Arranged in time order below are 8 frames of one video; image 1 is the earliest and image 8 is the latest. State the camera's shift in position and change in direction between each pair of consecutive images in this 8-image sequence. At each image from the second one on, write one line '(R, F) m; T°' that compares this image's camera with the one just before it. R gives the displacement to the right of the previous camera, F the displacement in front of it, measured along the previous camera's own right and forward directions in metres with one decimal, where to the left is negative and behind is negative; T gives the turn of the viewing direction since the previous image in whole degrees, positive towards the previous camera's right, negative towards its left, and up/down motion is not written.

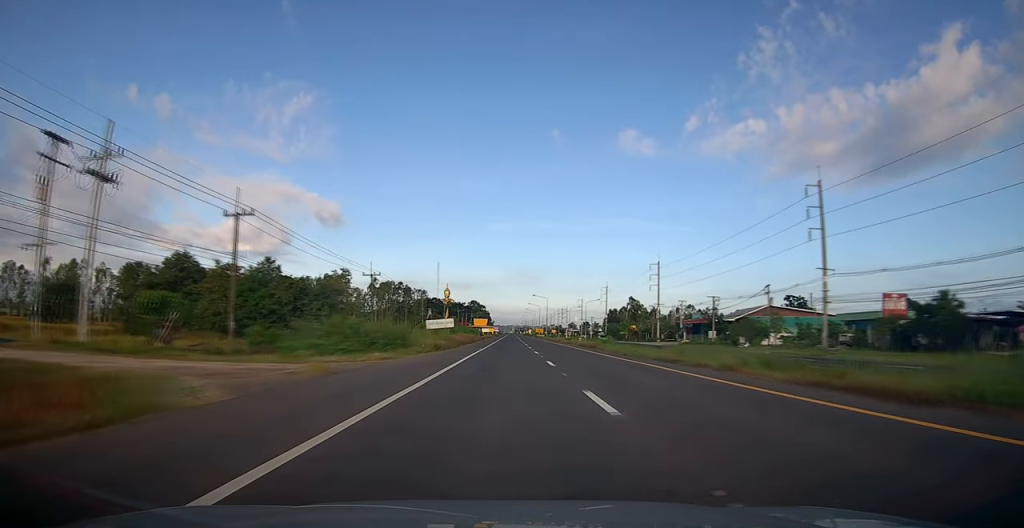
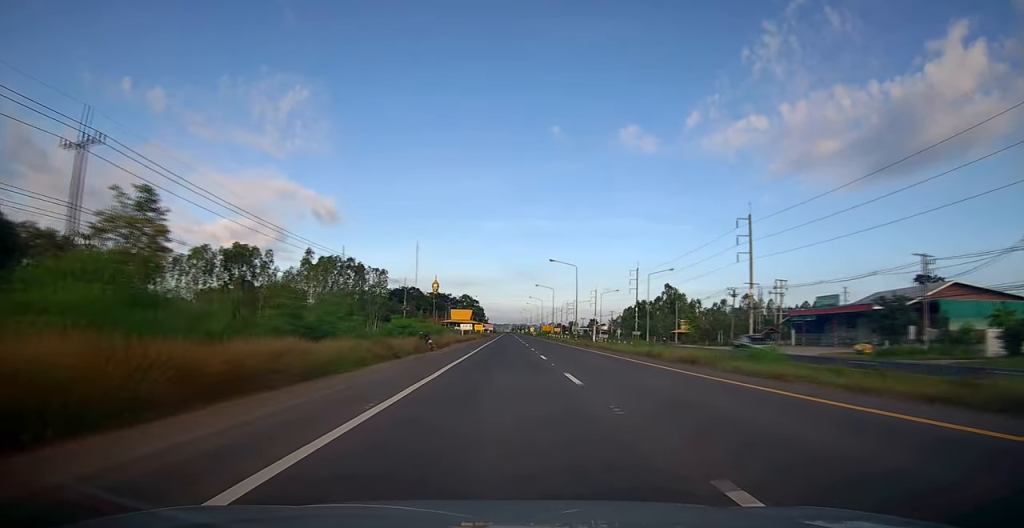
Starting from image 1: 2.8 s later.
(+0.1, +55.5) m; +1°
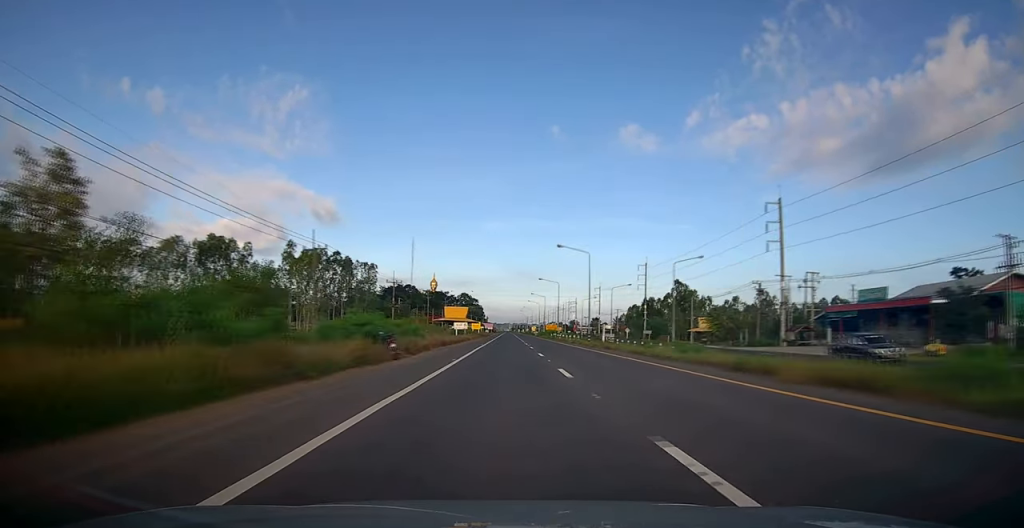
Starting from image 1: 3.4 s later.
(+0.1, +10.1) m; 0°
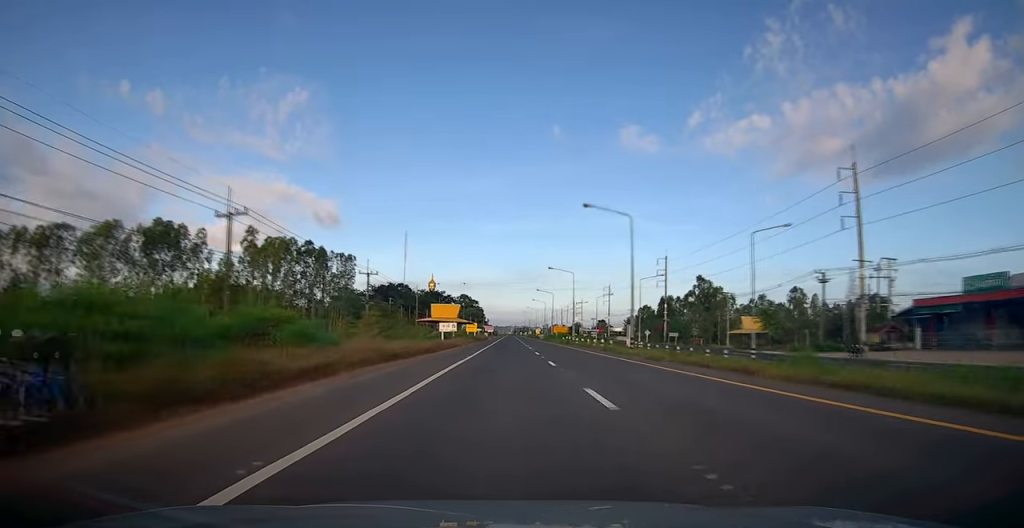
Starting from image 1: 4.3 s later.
(0.0, +17.8) m; -1°
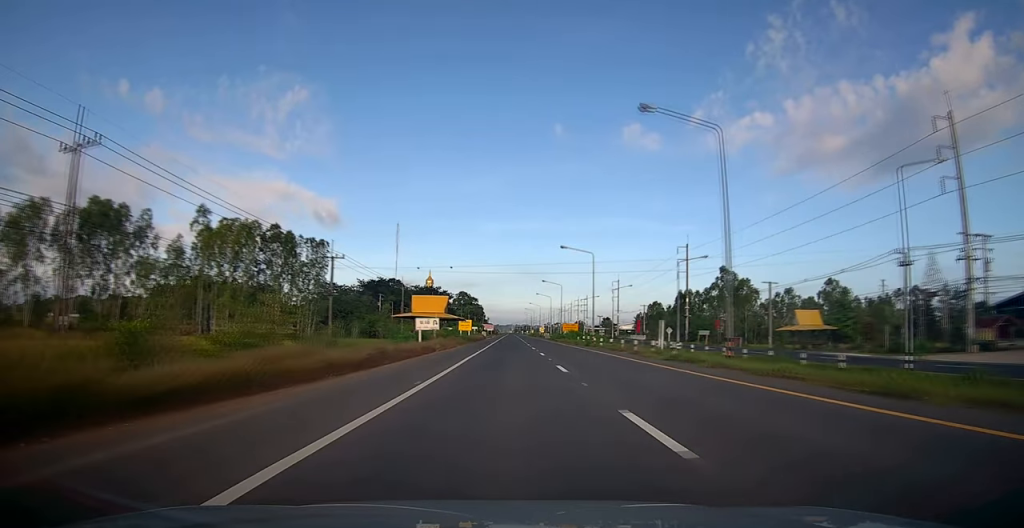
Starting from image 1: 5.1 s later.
(-0.2, +15.5) m; 0°
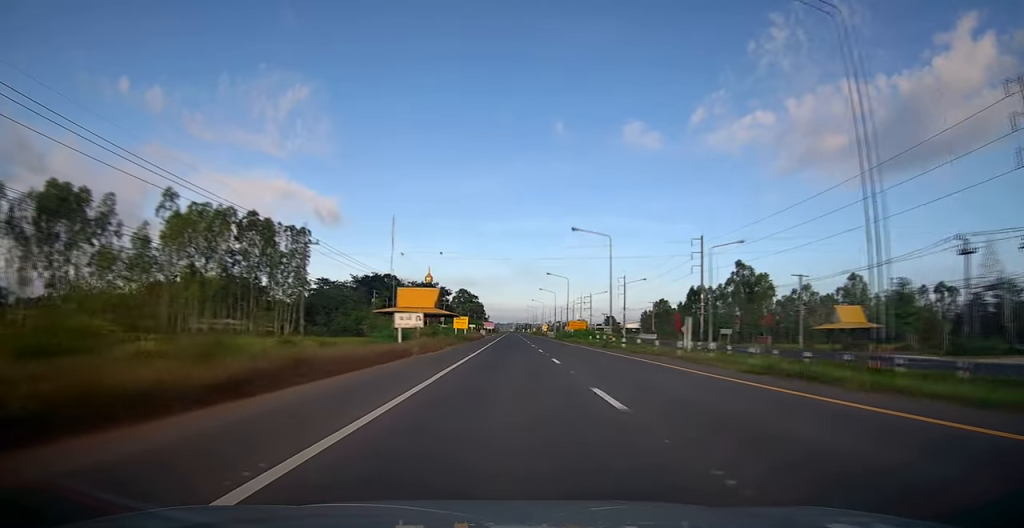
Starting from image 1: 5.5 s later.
(-0.1, +8.5) m; 0°
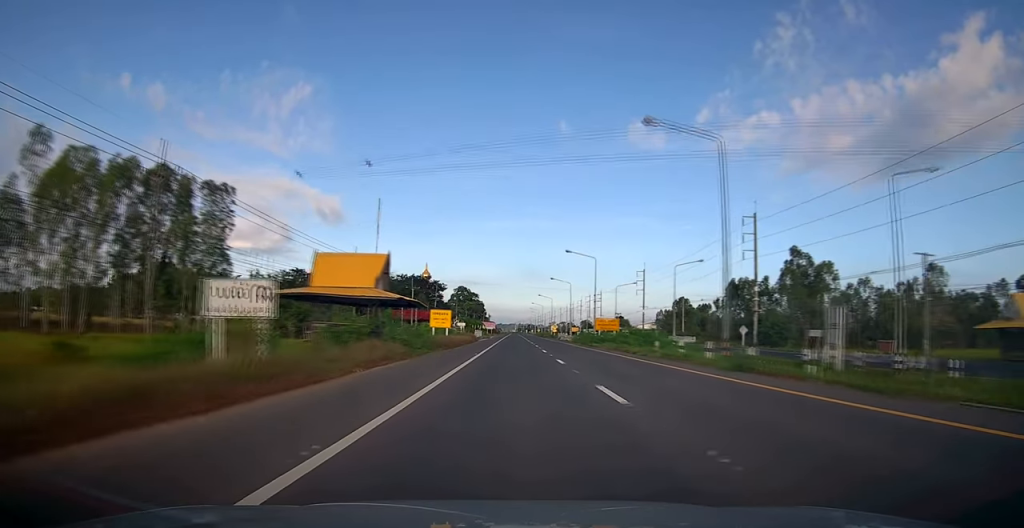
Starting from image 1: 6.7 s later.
(+0.2, +23.2) m; 0°
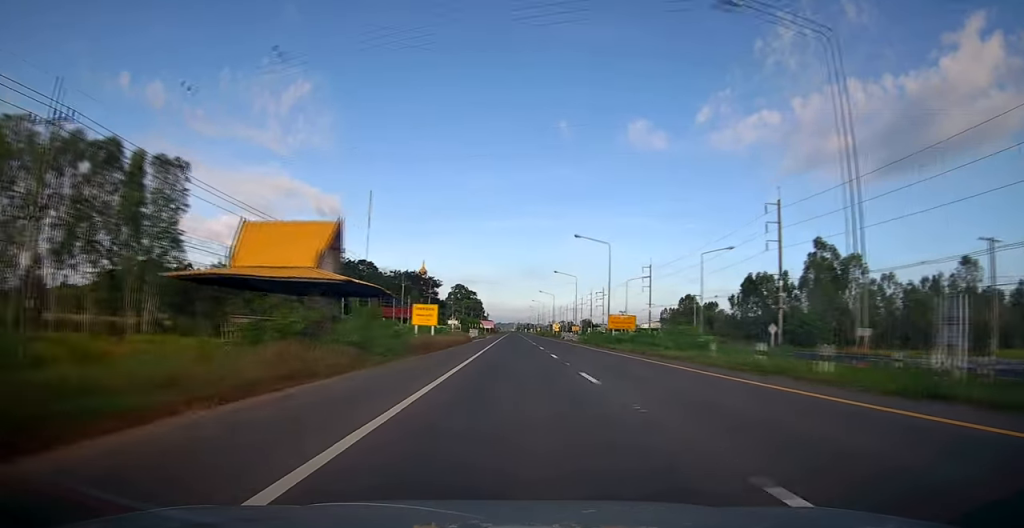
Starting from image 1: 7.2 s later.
(-0.1, +8.5) m; 0°
